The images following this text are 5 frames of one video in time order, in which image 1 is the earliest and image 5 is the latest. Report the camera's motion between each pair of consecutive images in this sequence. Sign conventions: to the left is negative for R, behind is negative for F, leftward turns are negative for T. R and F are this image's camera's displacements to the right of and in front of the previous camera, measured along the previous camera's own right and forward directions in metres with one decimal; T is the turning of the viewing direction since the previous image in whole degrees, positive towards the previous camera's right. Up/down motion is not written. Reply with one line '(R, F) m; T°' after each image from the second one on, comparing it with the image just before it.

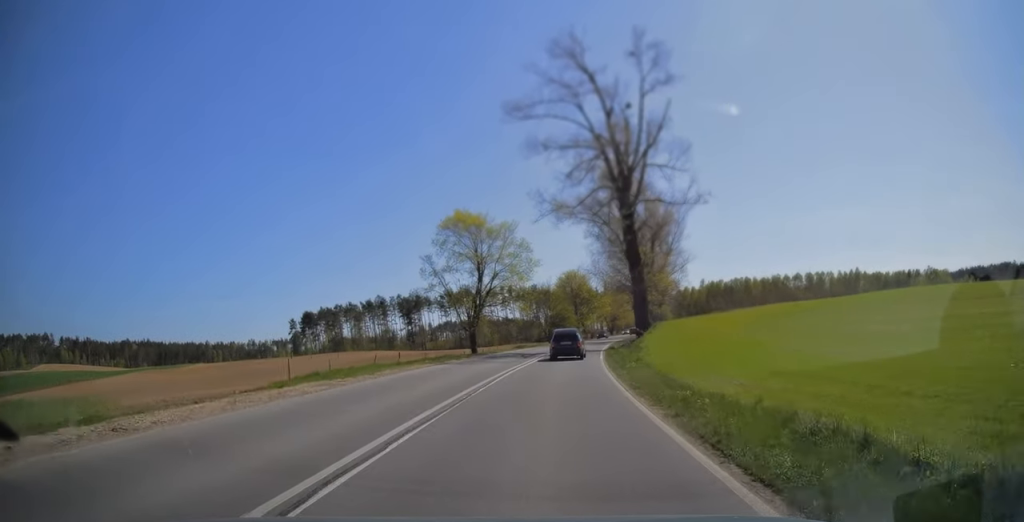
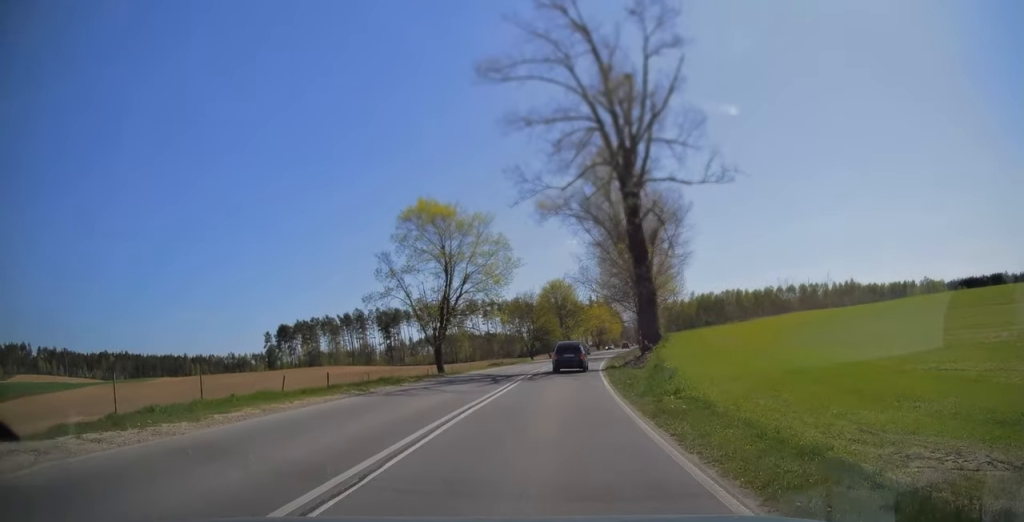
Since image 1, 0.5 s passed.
(+0.1, +9.6) m; +1°
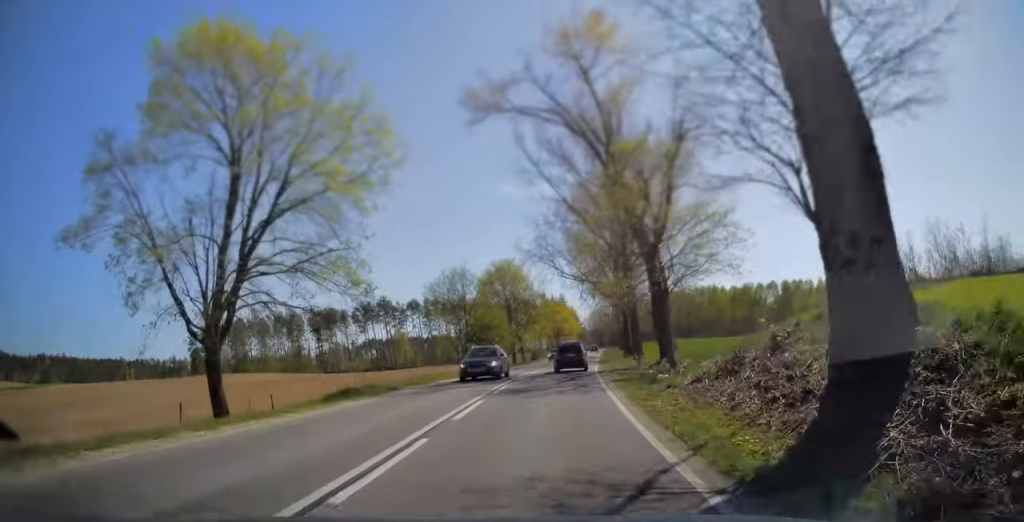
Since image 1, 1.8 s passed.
(+0.9, +27.1) m; +4°
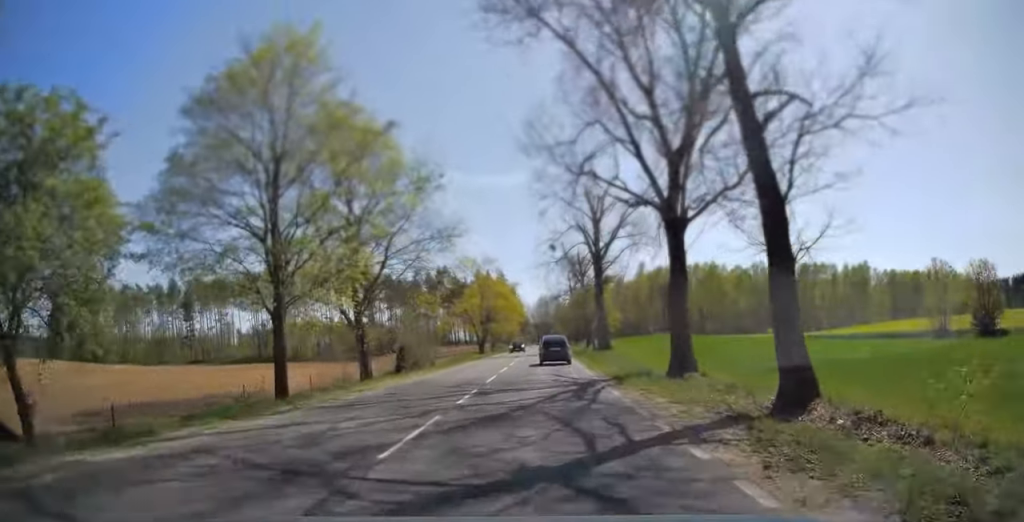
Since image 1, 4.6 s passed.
(+3.1, +55.7) m; +5°
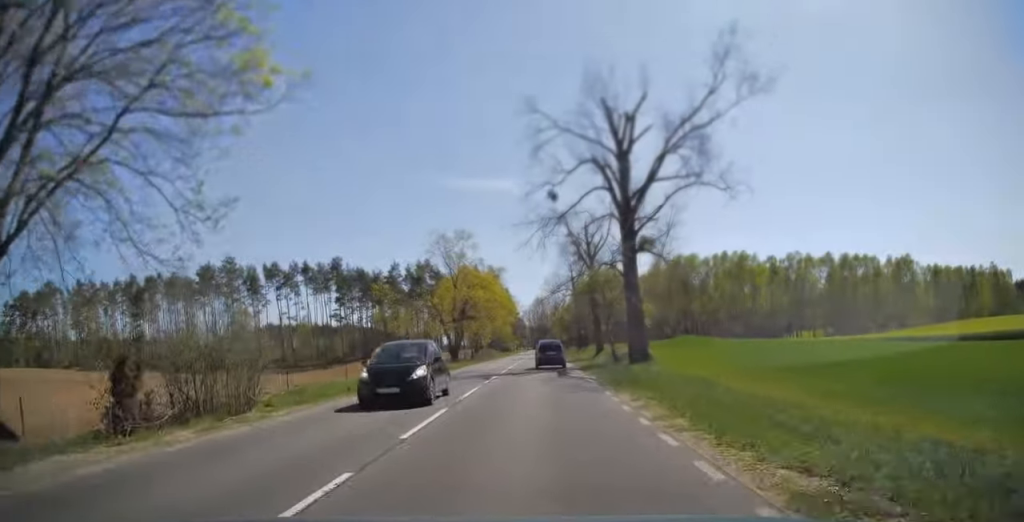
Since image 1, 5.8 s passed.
(0.0, +23.8) m; 0°
